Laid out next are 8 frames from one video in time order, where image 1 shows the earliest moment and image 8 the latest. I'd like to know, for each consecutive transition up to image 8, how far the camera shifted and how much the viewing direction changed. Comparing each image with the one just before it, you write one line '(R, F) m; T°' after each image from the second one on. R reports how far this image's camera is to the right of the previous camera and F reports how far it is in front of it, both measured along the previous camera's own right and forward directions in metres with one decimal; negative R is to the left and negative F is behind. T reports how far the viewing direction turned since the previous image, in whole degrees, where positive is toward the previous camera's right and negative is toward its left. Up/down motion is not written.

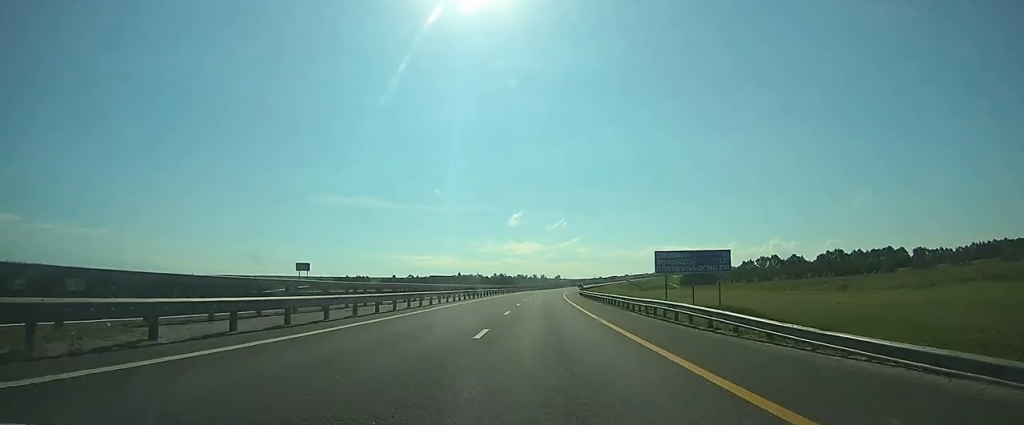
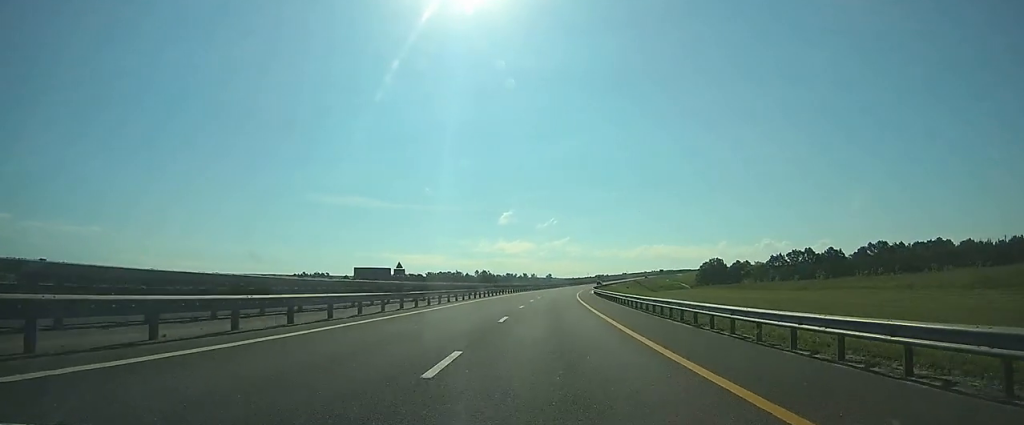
(+0.3, +53.0) m; +1°
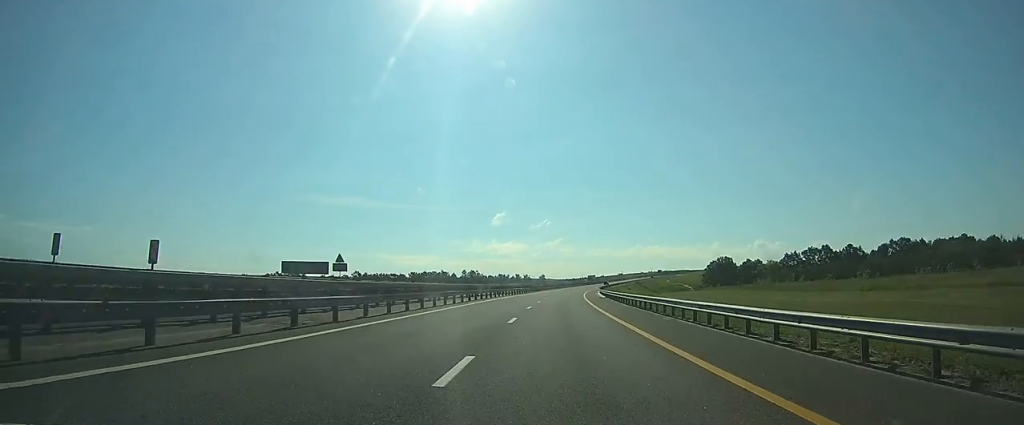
(+0.3, +24.0) m; 0°
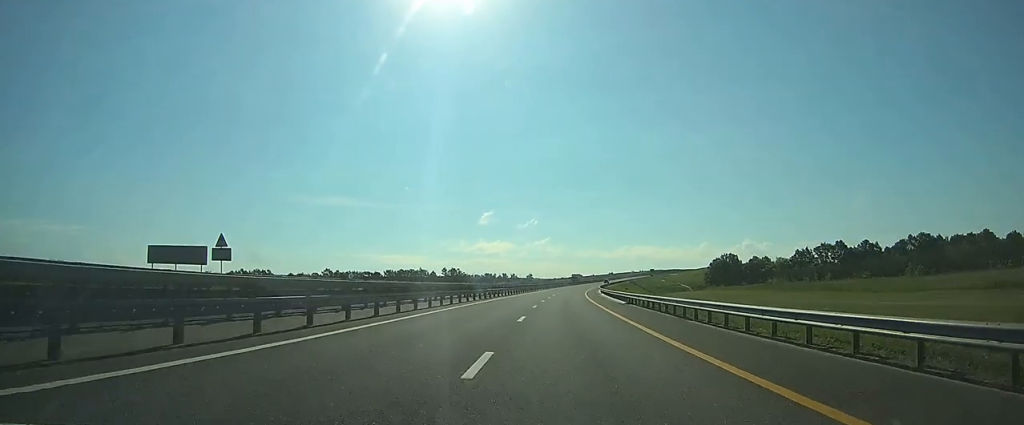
(+0.1, +23.0) m; +1°
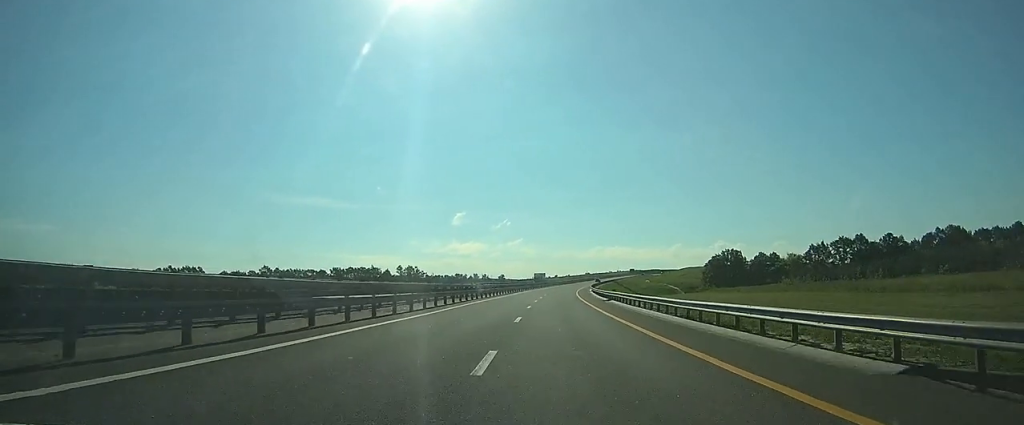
(+0.5, +35.1) m; +2°
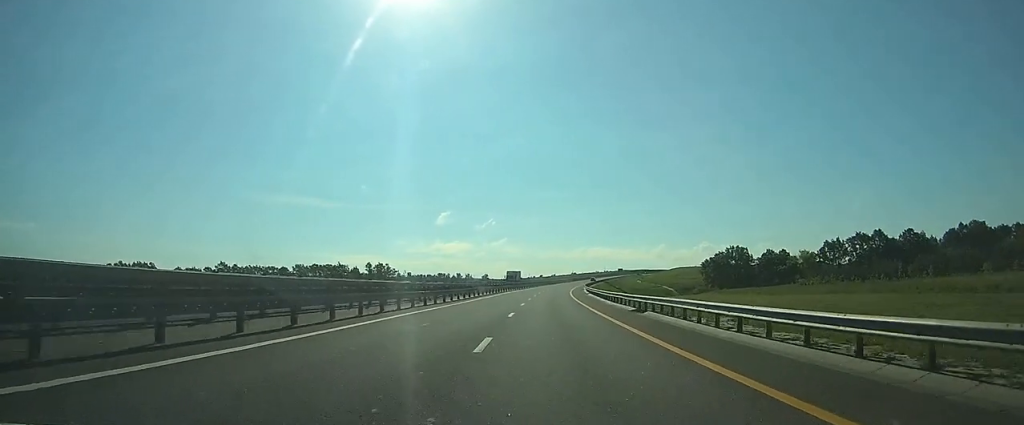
(+0.3, +21.1) m; +1°
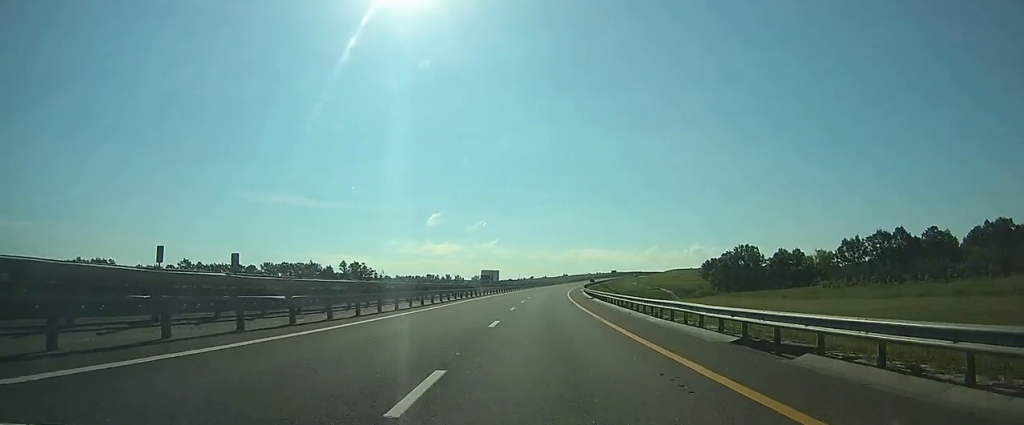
(0.0, +17.0) m; +1°
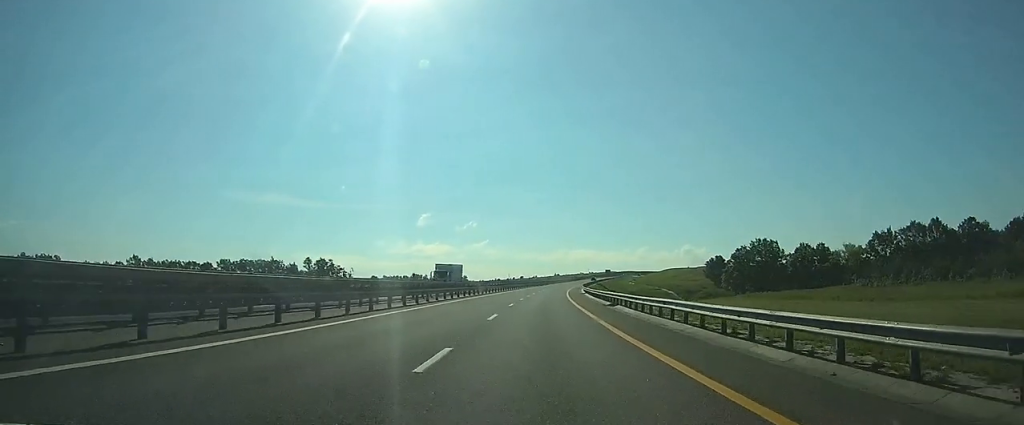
(+0.4, +21.0) m; +2°
